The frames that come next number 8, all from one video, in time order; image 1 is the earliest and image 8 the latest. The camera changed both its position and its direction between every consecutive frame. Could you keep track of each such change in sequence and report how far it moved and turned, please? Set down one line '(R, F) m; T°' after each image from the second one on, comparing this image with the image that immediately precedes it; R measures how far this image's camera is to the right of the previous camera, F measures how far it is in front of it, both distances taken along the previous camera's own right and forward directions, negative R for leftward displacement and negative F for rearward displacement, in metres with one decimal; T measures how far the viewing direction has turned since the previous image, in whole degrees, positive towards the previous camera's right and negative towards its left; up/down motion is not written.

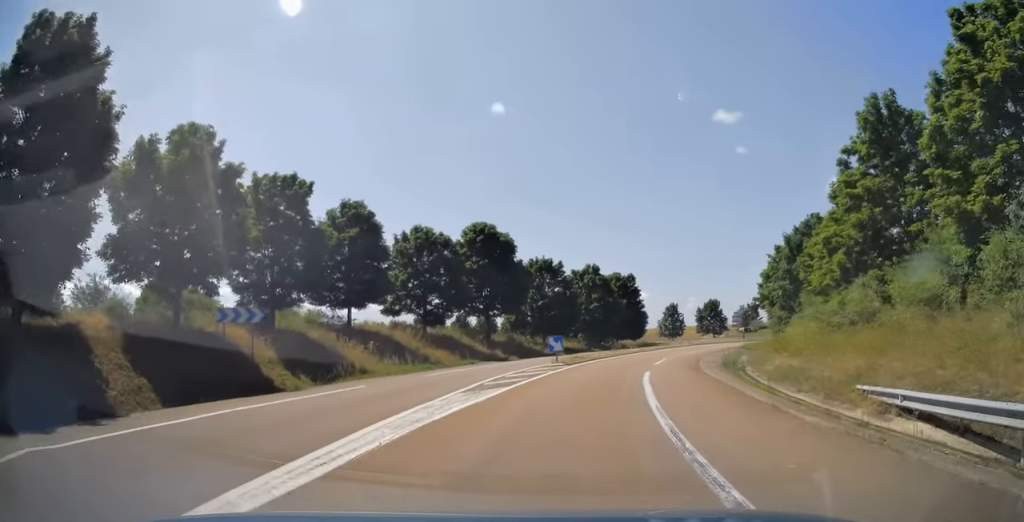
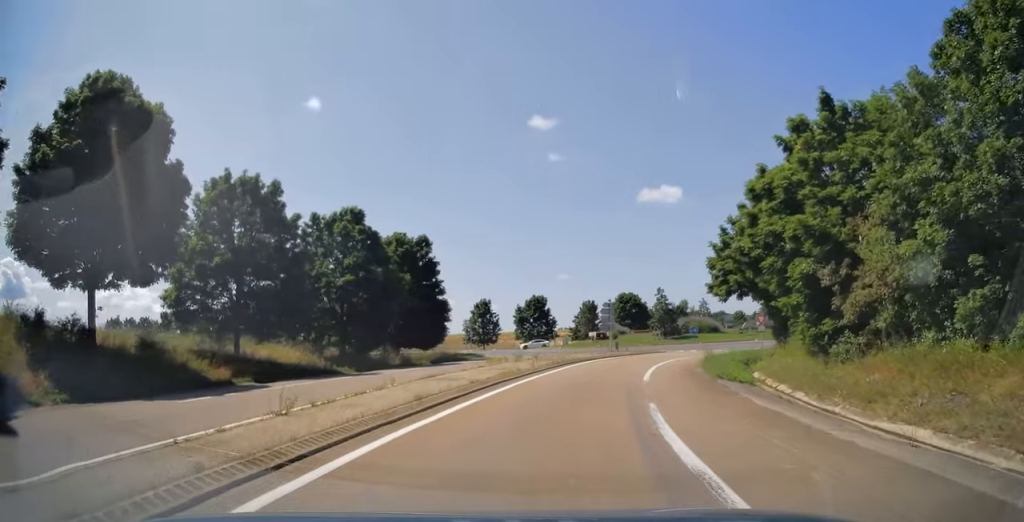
(+4.8, +33.1) m; +18°
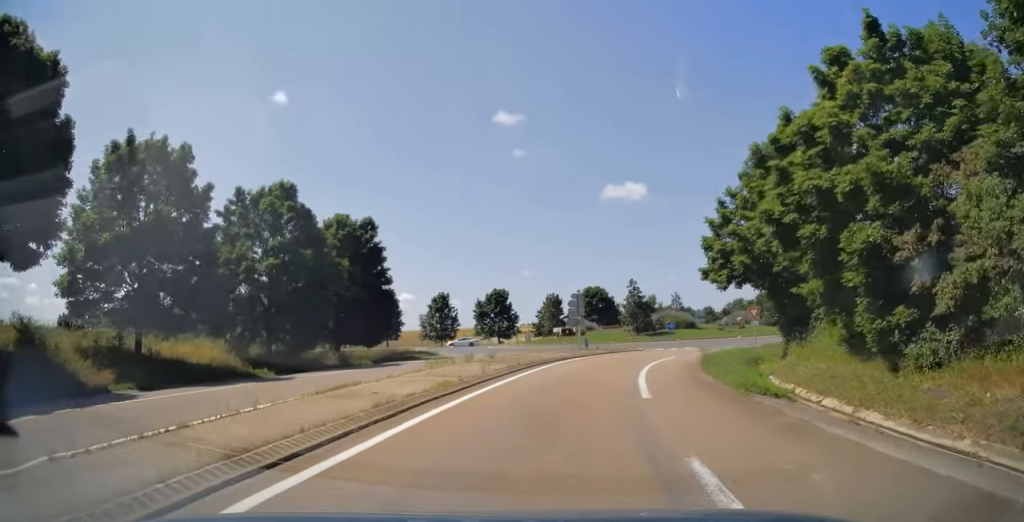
(+0.1, +5.4) m; +3°
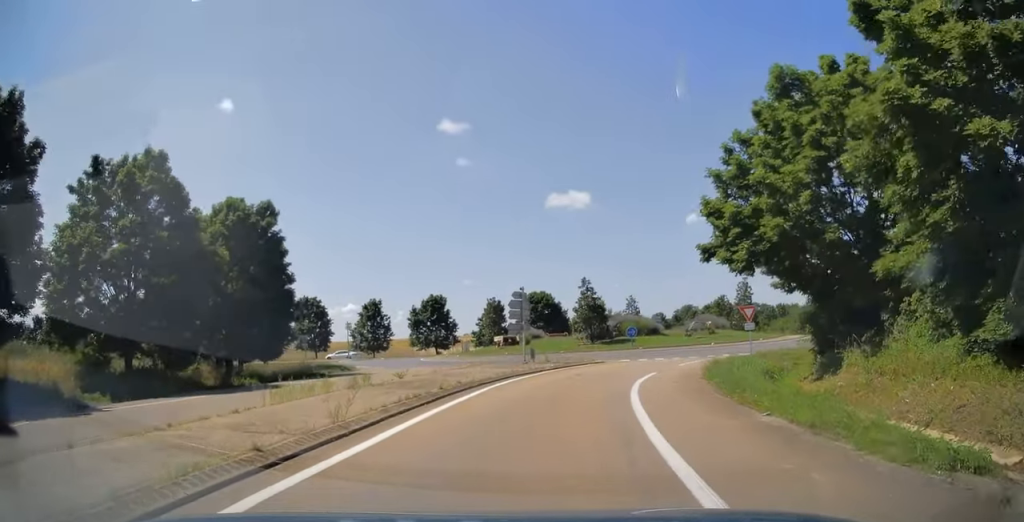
(+0.4, +8.2) m; +5°
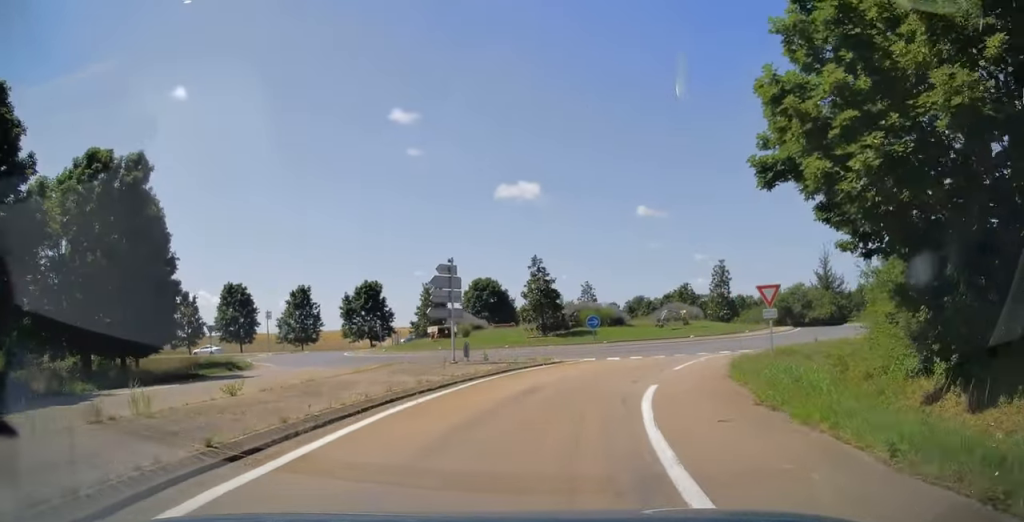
(+0.5, +8.7) m; +7°
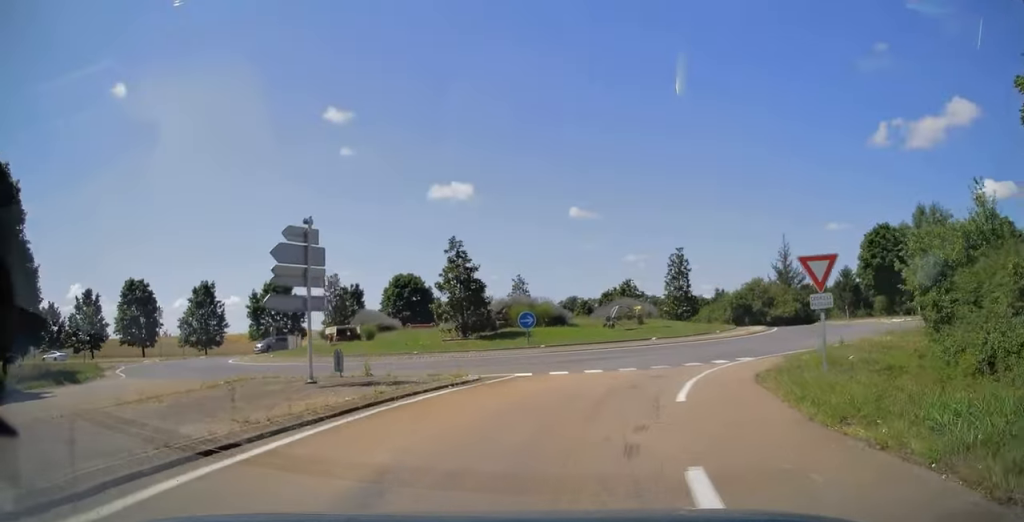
(+0.4, +9.1) m; +10°
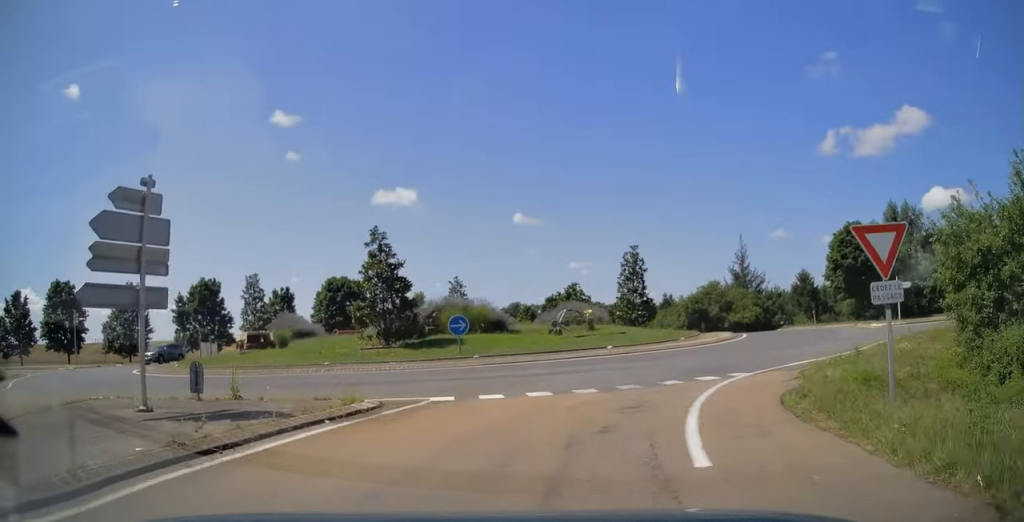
(+0.6, +5.2) m; +7°
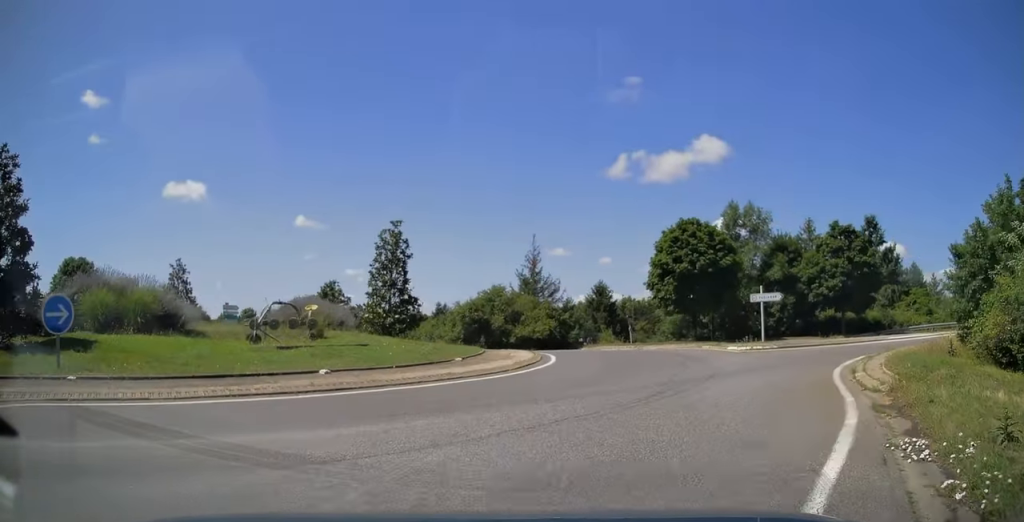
(+2.0, +13.9) m; +12°
